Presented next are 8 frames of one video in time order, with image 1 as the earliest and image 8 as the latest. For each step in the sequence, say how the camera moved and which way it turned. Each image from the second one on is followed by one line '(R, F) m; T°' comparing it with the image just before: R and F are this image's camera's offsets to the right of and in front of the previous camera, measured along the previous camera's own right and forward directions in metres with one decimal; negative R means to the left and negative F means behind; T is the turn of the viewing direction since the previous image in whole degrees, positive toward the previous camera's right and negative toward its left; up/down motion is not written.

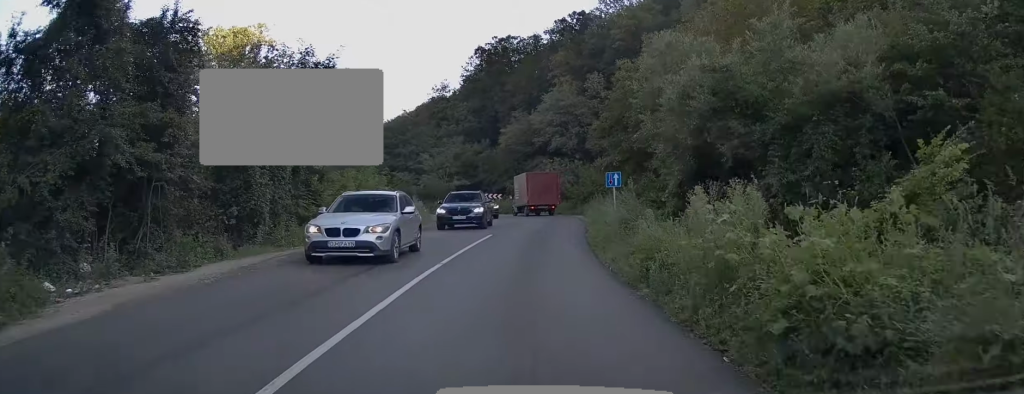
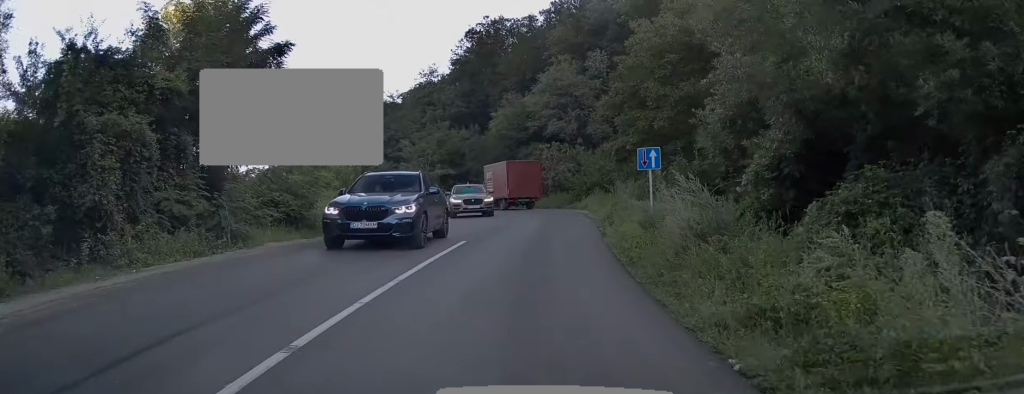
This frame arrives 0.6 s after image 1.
(+0.1, +7.9) m; +1°
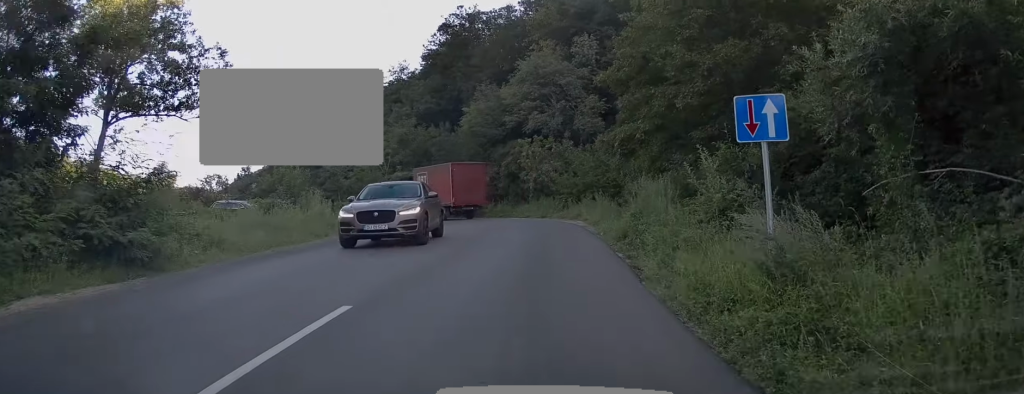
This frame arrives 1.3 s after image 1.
(0.0, +8.8) m; +1°
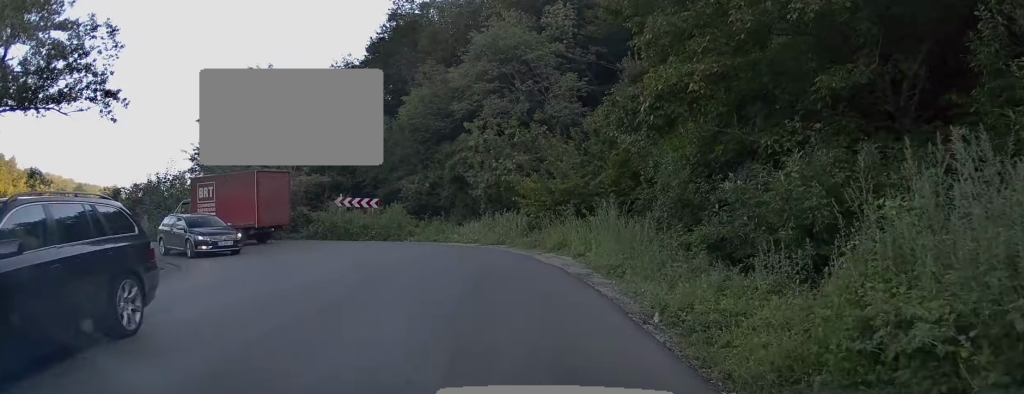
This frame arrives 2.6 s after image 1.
(+0.3, +13.1) m; +1°
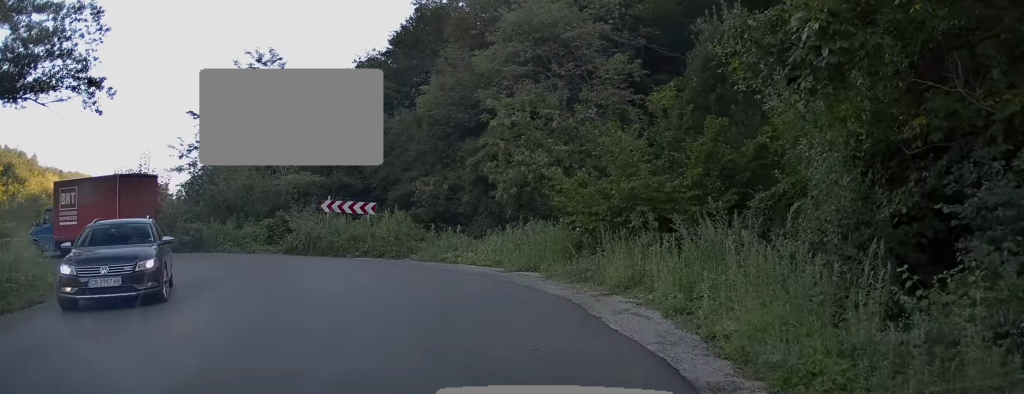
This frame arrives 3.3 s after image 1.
(+0.2, +6.6) m; -2°
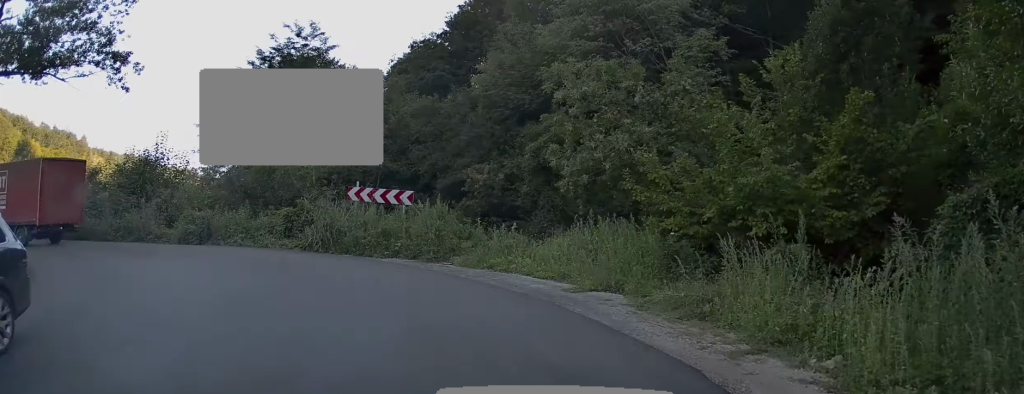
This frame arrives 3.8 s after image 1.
(-0.3, +3.9) m; -7°
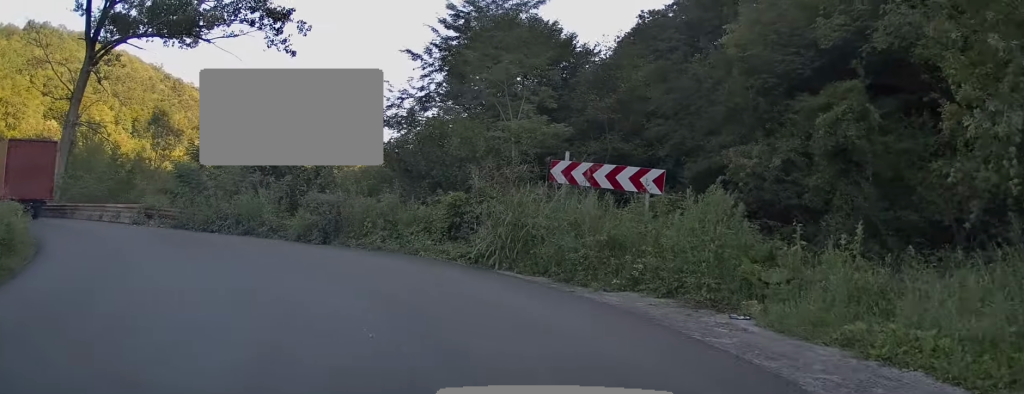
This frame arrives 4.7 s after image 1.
(-0.9, +7.3) m; -19°
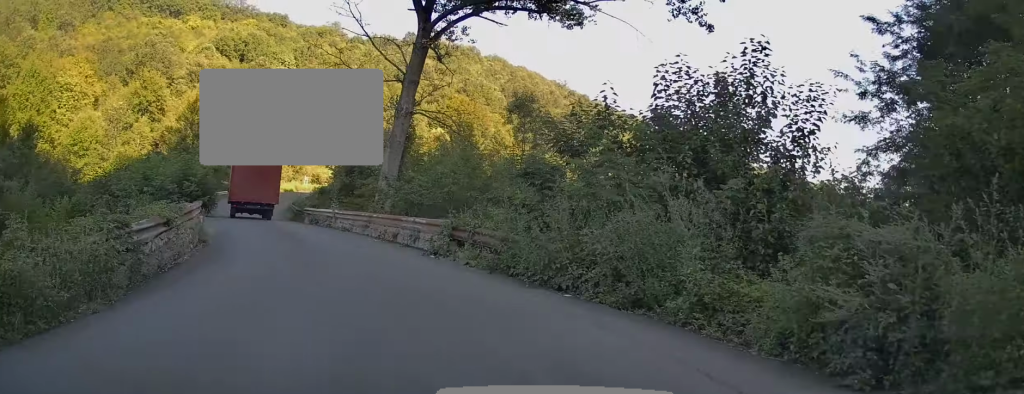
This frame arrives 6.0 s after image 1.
(-2.4, +8.8) m; -31°
